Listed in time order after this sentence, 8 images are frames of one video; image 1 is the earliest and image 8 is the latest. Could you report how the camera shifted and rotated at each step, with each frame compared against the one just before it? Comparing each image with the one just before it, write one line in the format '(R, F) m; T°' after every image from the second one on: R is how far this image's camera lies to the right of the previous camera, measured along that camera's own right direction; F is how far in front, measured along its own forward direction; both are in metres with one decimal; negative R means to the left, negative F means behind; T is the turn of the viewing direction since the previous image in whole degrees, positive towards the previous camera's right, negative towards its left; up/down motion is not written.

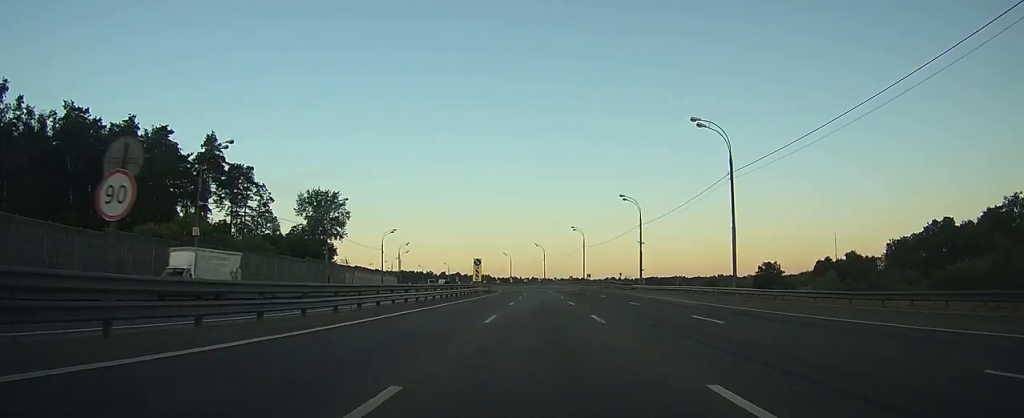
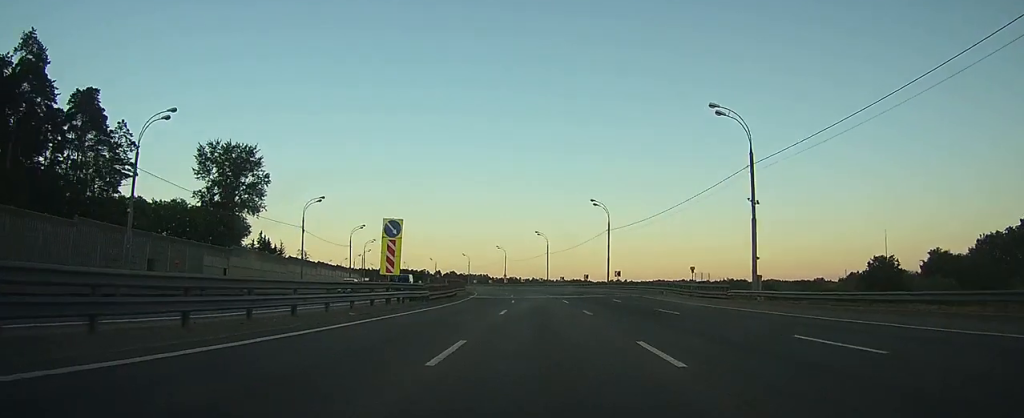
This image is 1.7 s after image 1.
(-0.3, +43.0) m; -1°
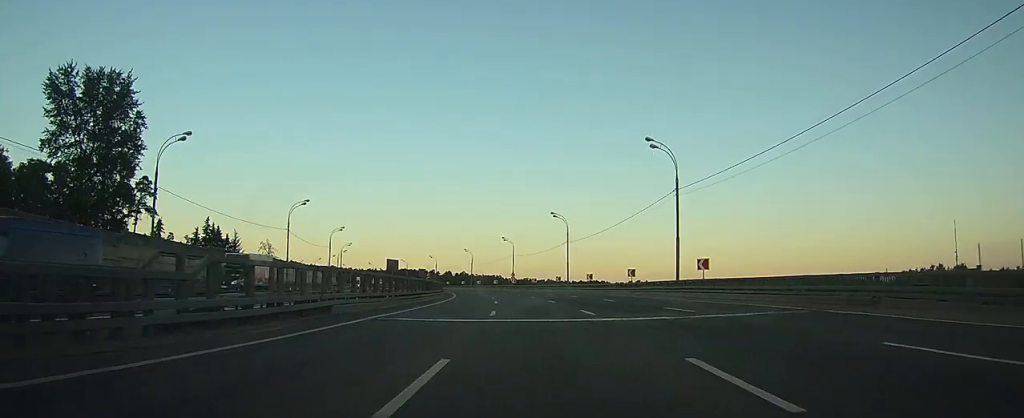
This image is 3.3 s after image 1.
(-0.2, +36.6) m; 0°
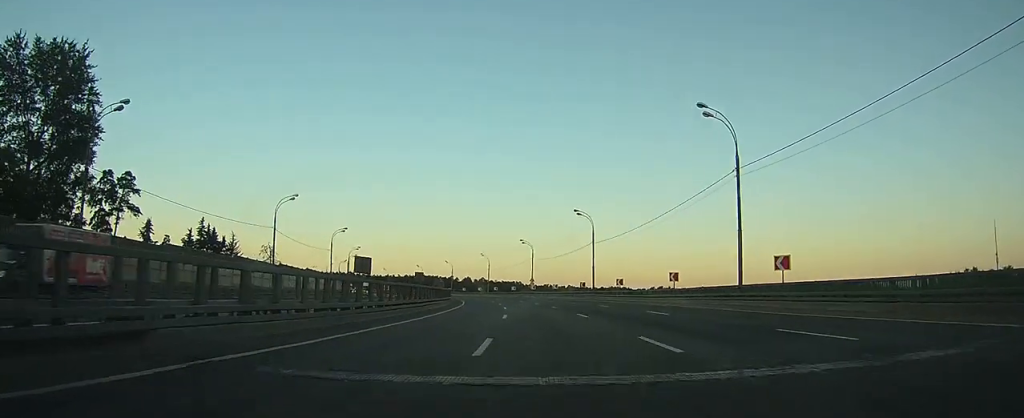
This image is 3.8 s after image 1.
(0.0, +10.9) m; -1°
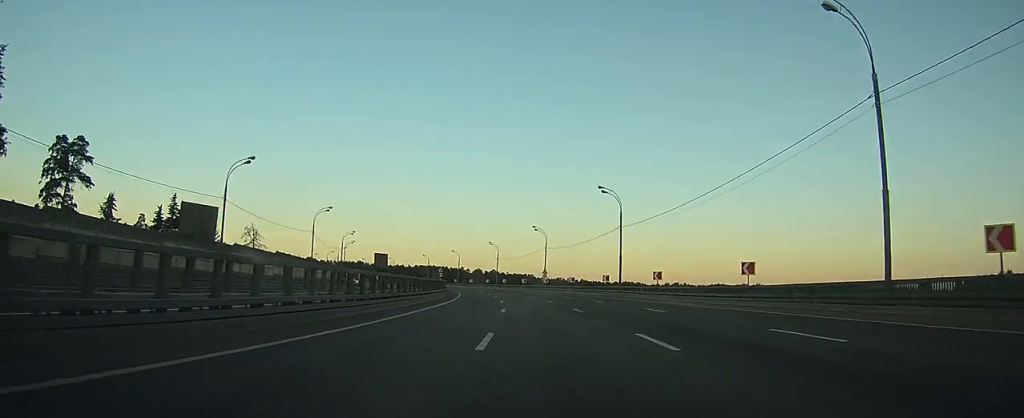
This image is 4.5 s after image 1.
(0.0, +15.7) m; -1°
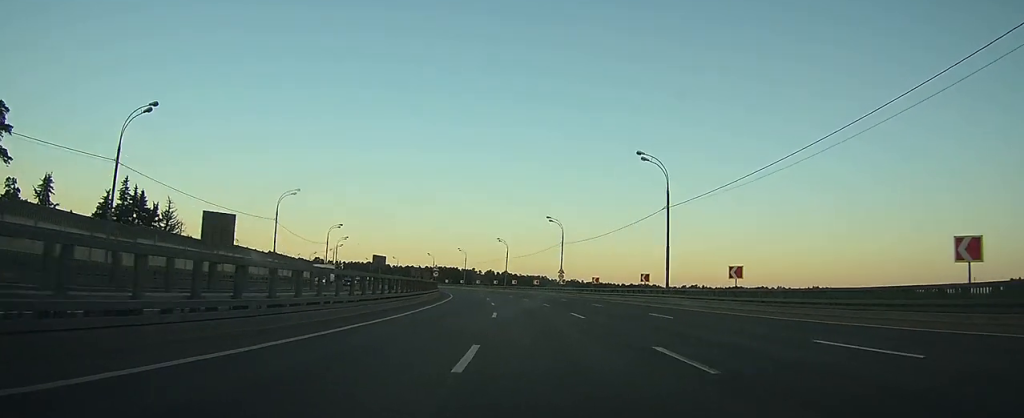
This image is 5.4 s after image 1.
(-0.3, +18.5) m; -2°
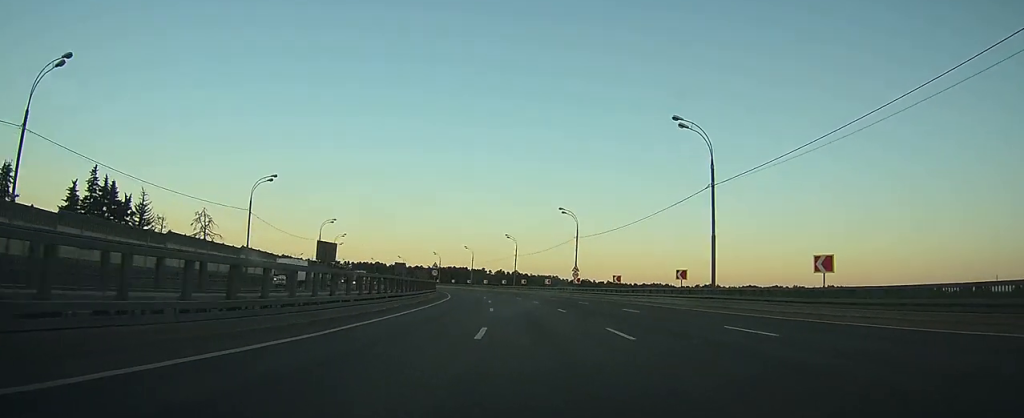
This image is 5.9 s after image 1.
(-0.2, +10.1) m; -1°
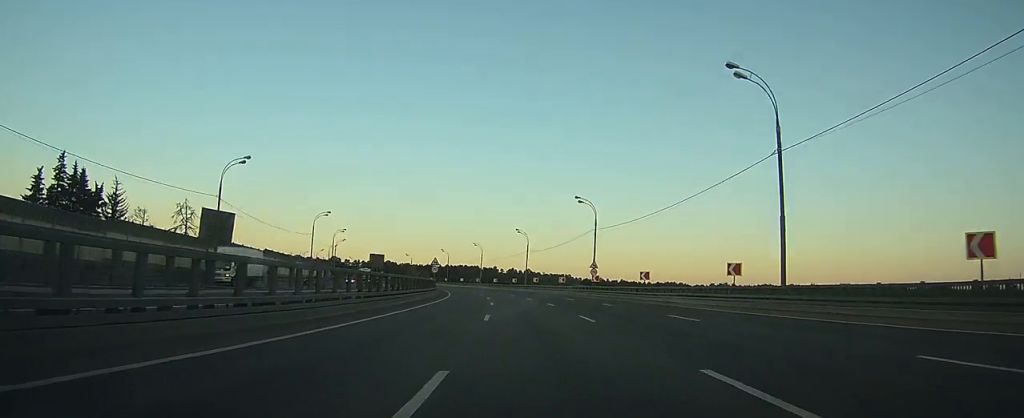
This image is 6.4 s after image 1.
(0.0, +9.4) m; -1°
